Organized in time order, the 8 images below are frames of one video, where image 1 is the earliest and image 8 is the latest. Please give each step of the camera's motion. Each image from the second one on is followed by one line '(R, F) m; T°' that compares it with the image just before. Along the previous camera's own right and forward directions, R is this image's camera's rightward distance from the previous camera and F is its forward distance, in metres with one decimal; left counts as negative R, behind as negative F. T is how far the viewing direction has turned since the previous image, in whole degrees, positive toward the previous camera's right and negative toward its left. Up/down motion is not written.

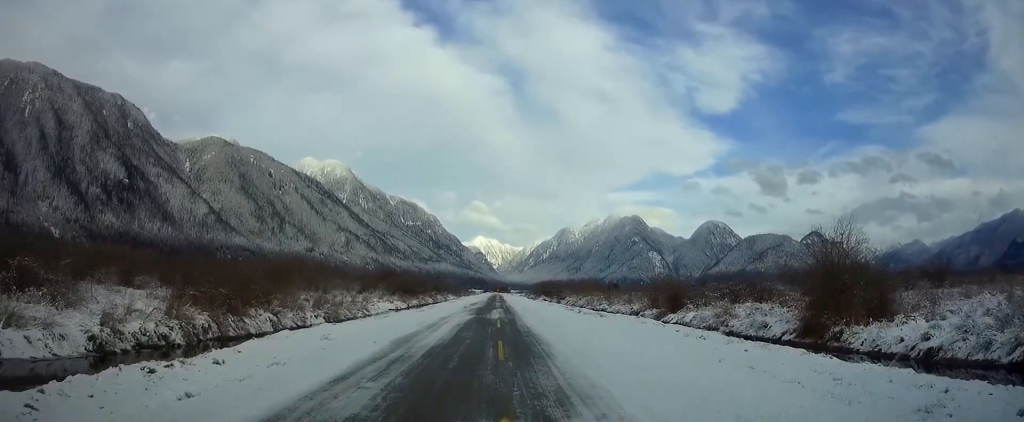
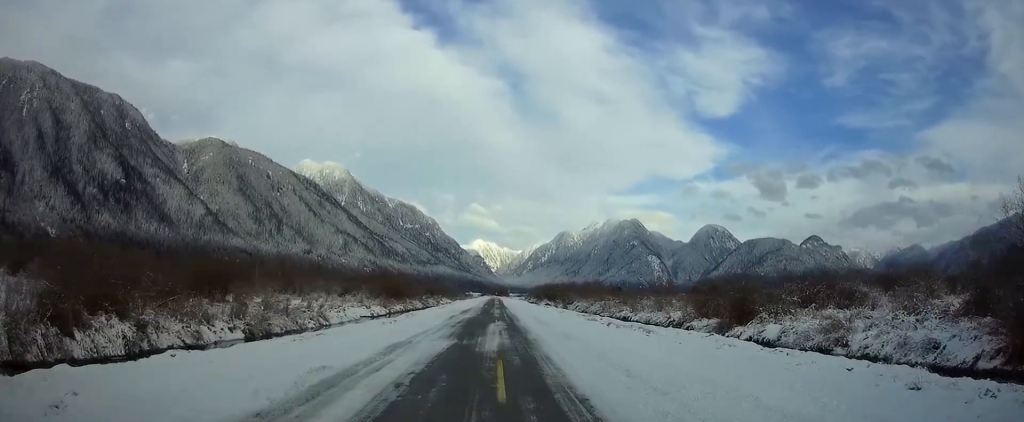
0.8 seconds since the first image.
(-0.1, +16.6) m; 0°
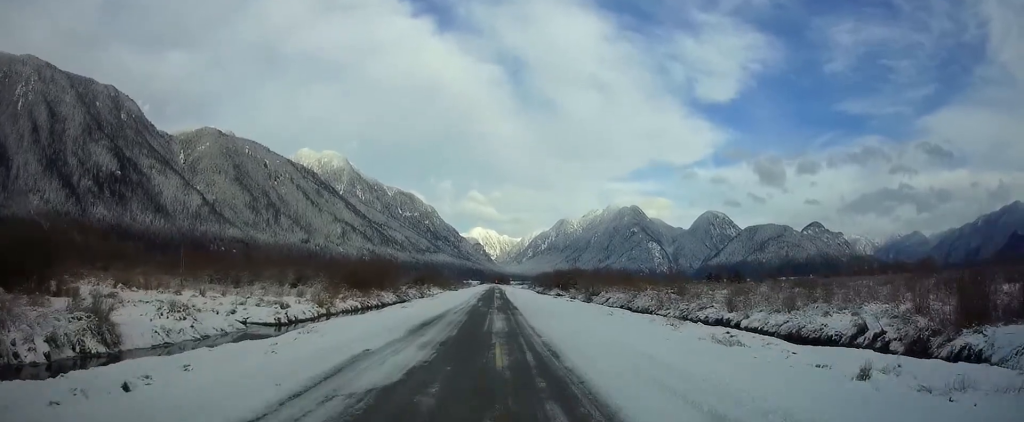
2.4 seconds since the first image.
(+0.1, +32.0) m; 0°
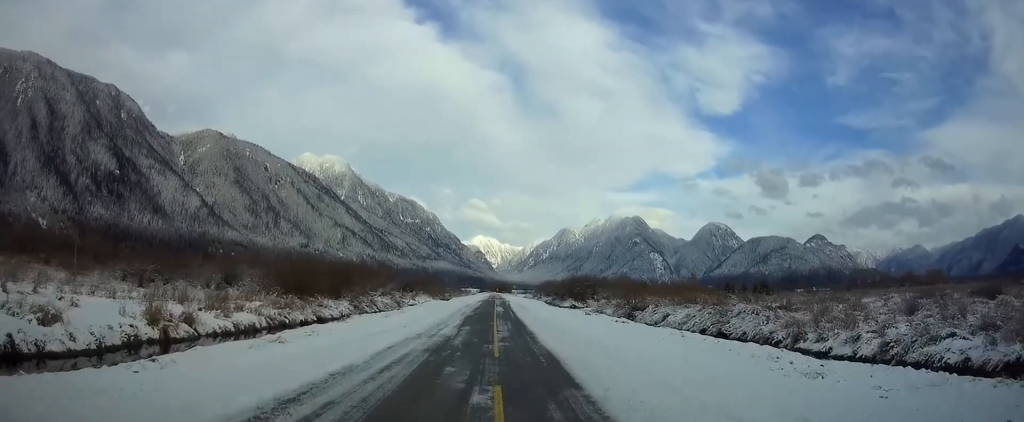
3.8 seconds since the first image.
(0.0, +28.8) m; 0°
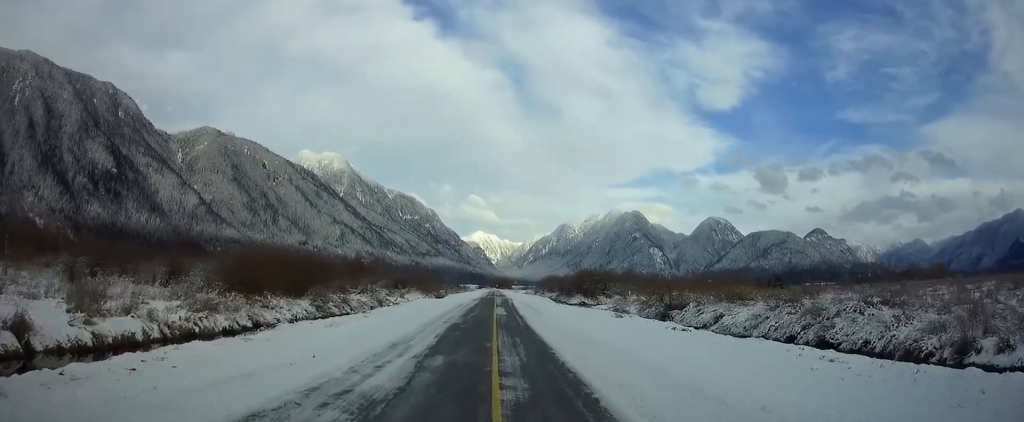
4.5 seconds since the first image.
(0.0, +13.9) m; 0°
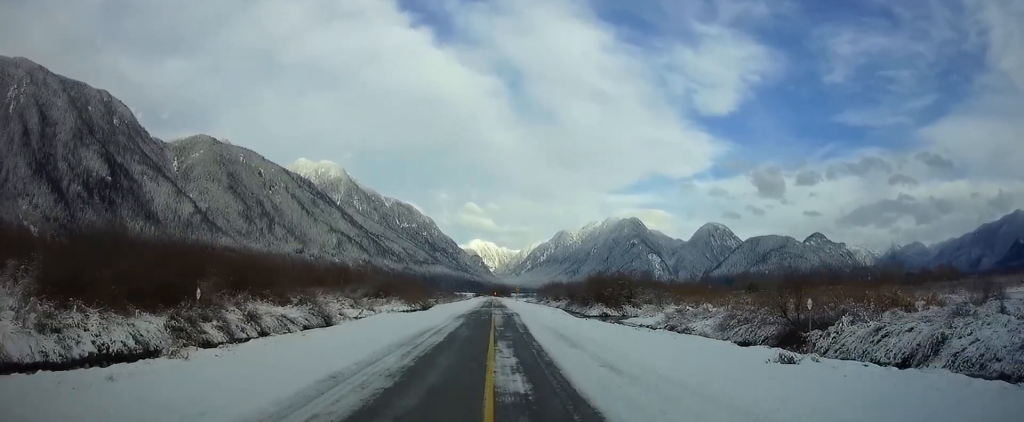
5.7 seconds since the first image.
(0.0, +24.3) m; 0°
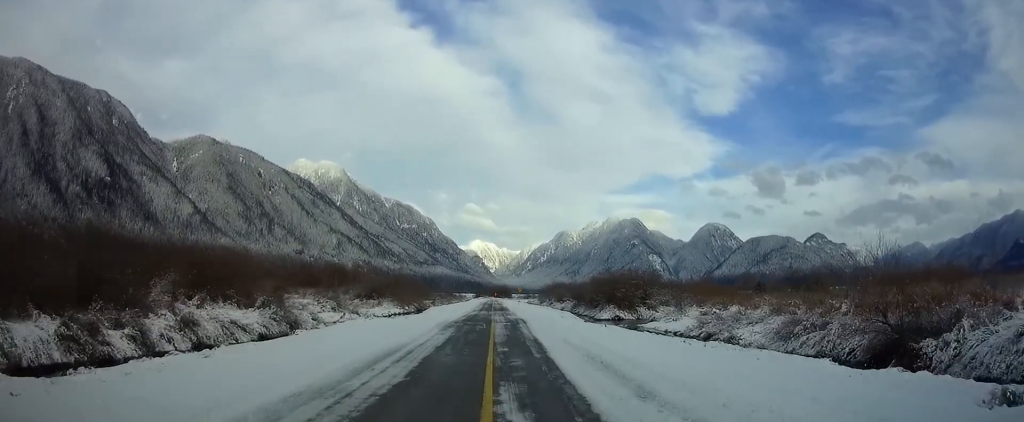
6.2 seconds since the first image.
(0.0, +9.1) m; 0°
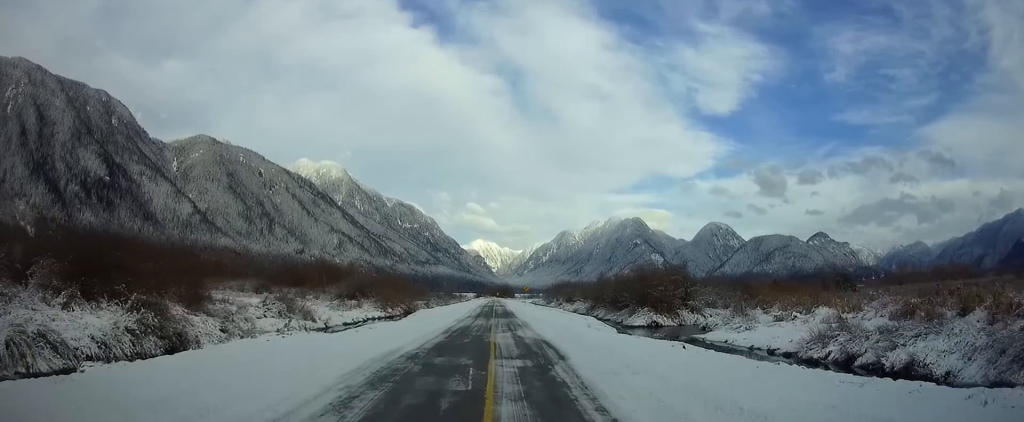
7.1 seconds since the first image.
(-0.1, +18.1) m; 0°
